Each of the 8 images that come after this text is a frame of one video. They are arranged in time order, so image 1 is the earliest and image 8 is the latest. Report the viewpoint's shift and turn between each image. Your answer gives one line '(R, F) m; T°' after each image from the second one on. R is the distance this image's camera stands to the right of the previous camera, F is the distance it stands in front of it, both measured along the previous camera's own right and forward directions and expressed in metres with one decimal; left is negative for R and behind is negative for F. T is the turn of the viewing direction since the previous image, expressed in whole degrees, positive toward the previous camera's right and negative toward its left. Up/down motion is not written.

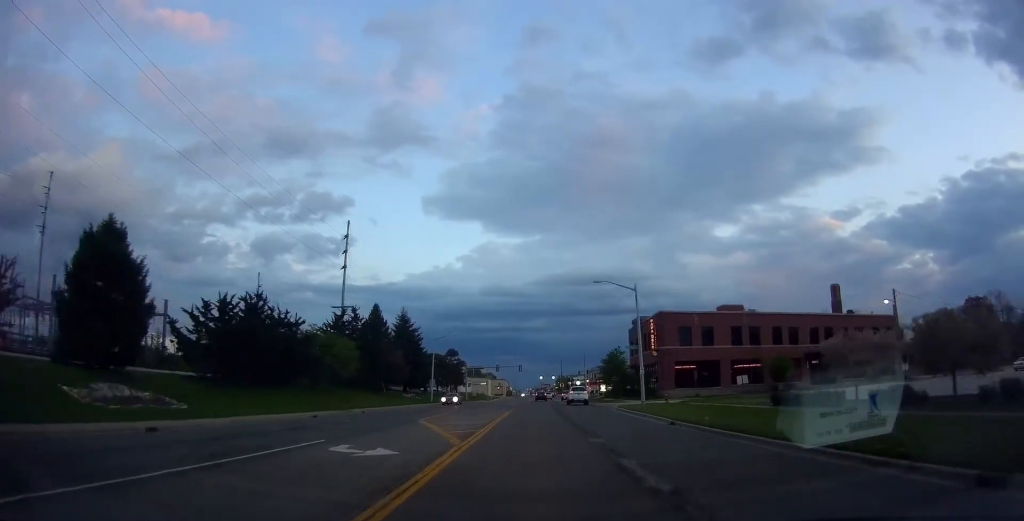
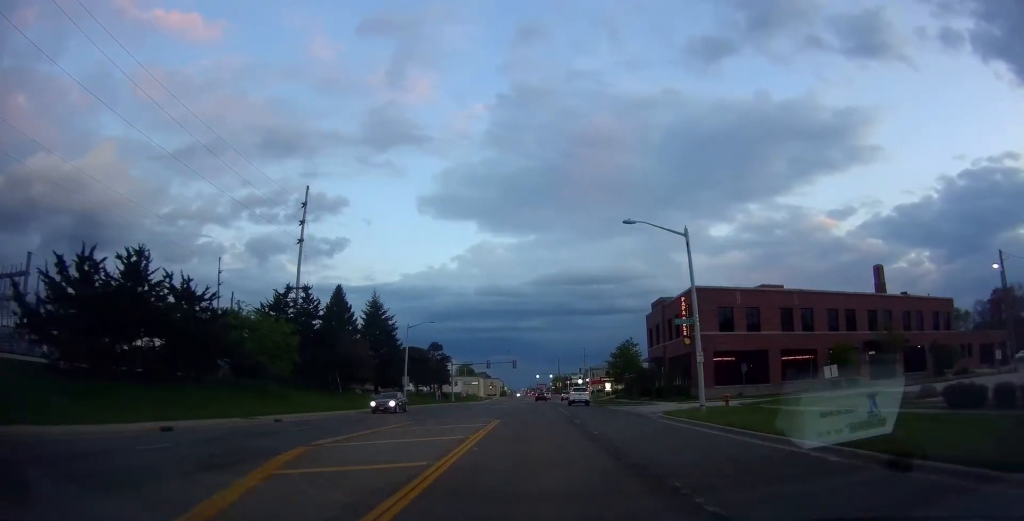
(+0.1, +14.8) m; -1°
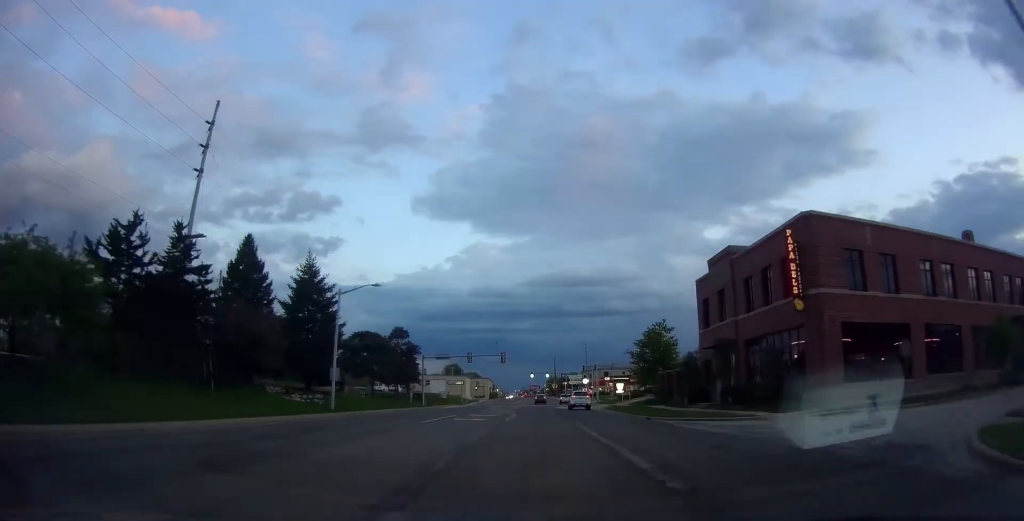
(-0.4, +21.9) m; 0°
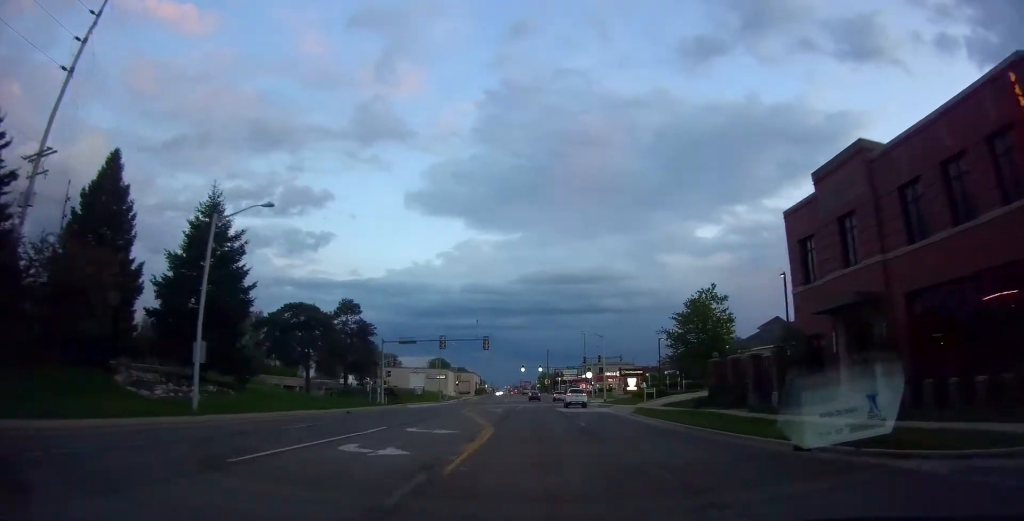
(+0.3, +17.7) m; +1°
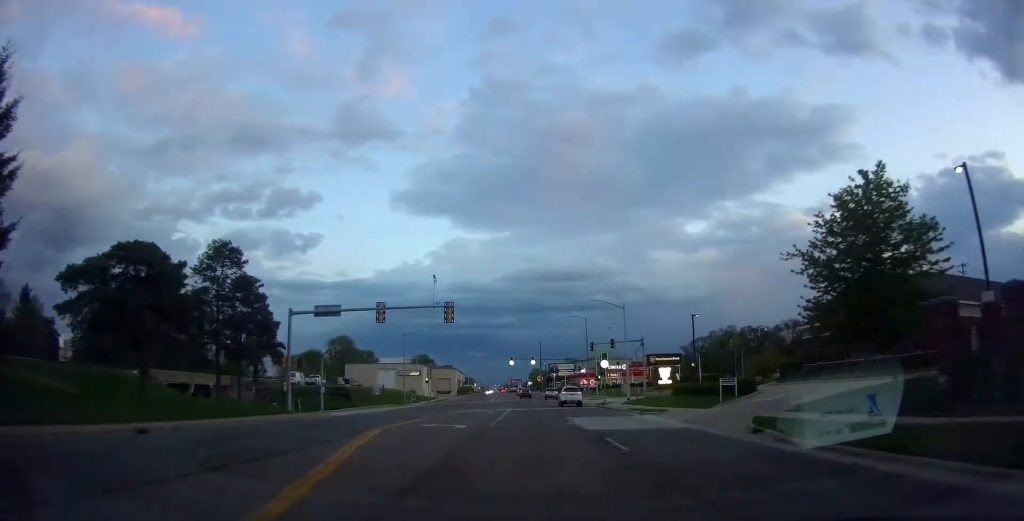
(+0.1, +22.0) m; +3°
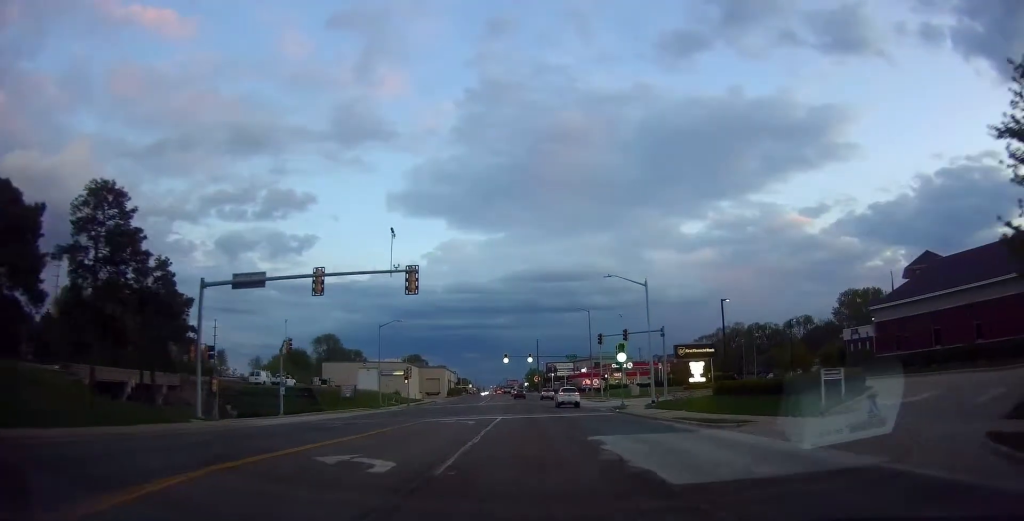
(+0.5, +11.4) m; +1°
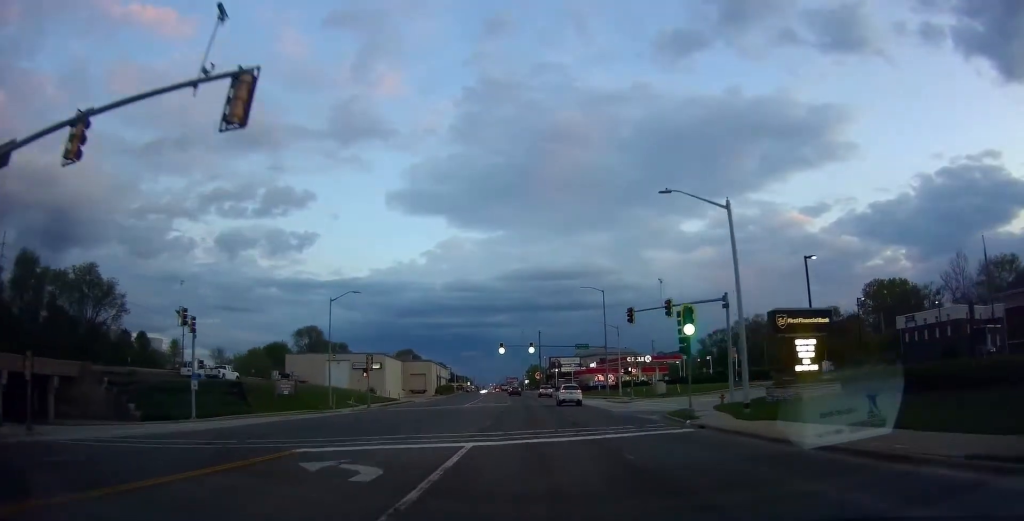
(0.0, +17.4) m; -1°
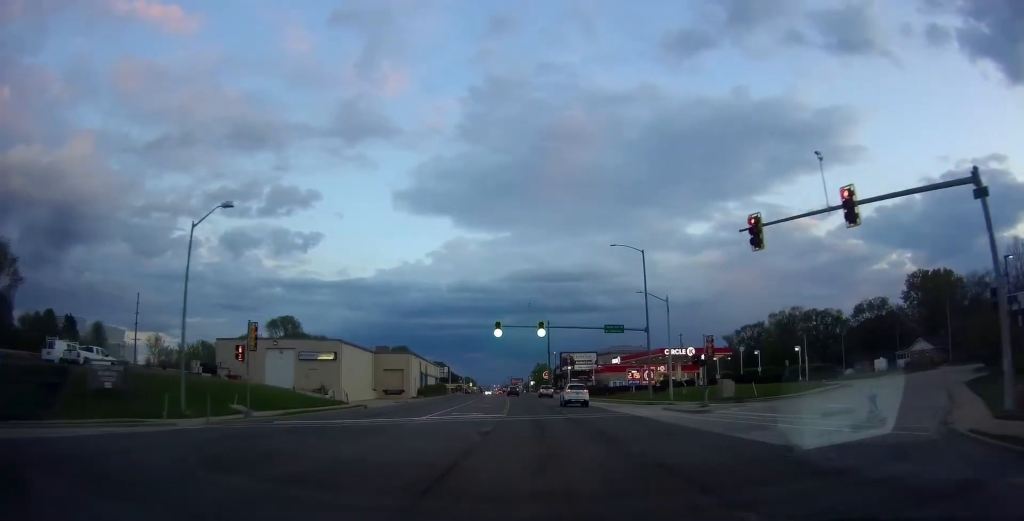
(-0.6, +23.3) m; 0°
